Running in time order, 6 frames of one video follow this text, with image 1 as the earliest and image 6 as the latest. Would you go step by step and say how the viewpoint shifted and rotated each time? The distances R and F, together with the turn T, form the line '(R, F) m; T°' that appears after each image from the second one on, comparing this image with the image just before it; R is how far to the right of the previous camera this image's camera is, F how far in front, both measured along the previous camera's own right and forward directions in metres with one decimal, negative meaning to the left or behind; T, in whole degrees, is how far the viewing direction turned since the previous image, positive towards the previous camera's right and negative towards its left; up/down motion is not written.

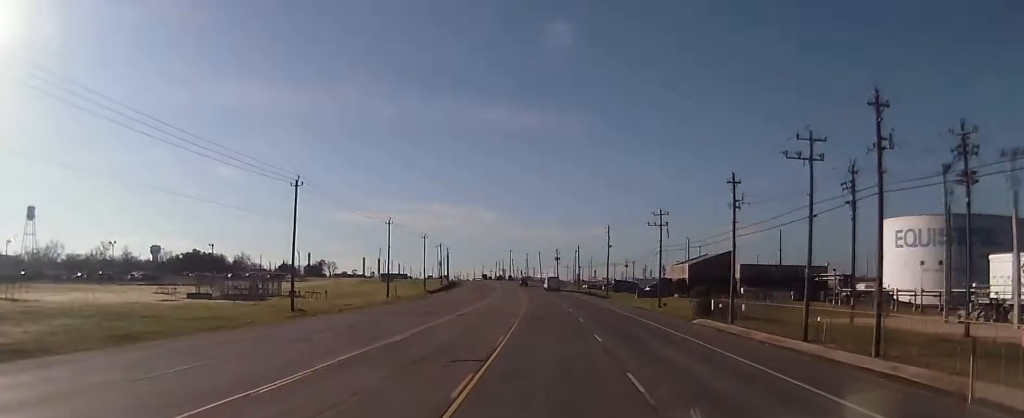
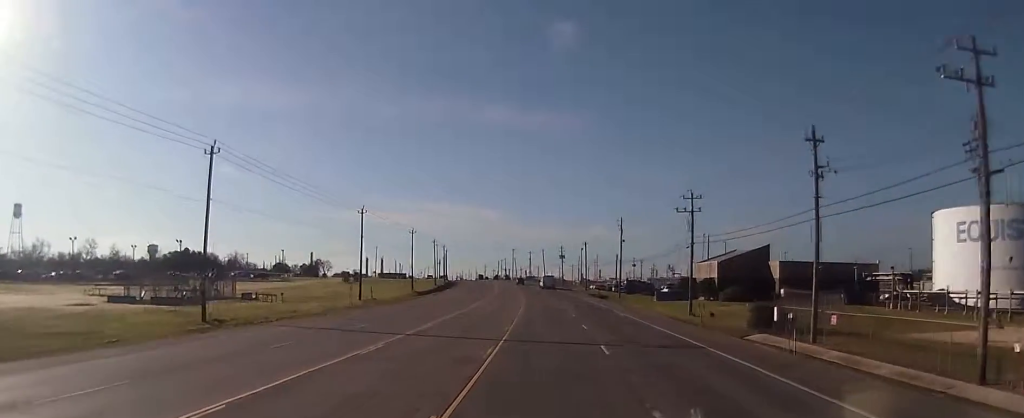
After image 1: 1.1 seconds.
(-0.1, +17.0) m; -1°
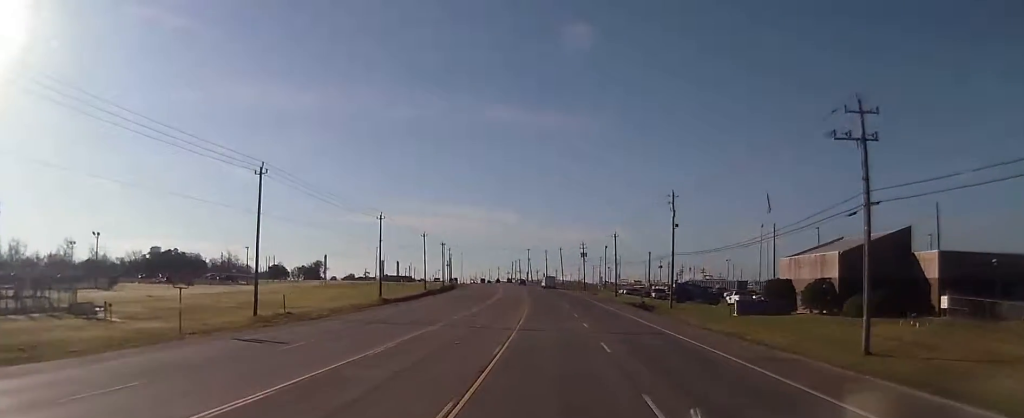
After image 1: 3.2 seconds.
(+0.2, +36.0) m; +1°
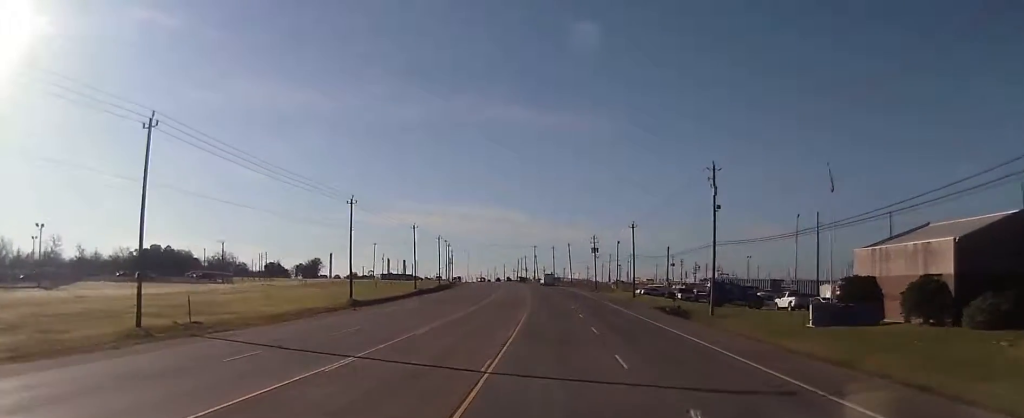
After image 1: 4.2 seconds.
(-0.3, +17.0) m; -1°
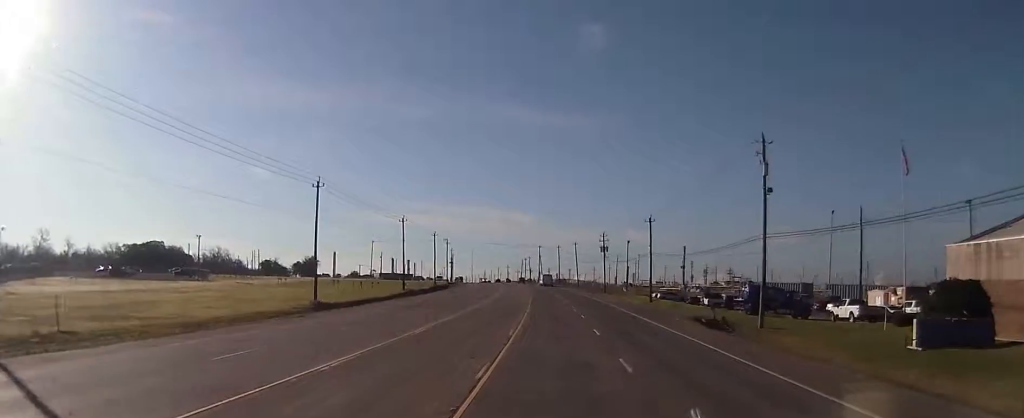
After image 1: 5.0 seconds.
(-0.1, +13.3) m; 0°
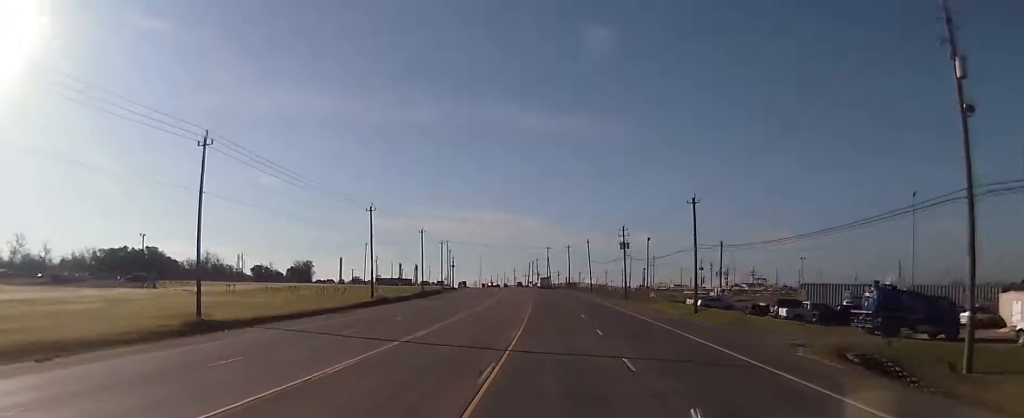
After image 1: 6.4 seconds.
(0.0, +24.7) m; -1°
